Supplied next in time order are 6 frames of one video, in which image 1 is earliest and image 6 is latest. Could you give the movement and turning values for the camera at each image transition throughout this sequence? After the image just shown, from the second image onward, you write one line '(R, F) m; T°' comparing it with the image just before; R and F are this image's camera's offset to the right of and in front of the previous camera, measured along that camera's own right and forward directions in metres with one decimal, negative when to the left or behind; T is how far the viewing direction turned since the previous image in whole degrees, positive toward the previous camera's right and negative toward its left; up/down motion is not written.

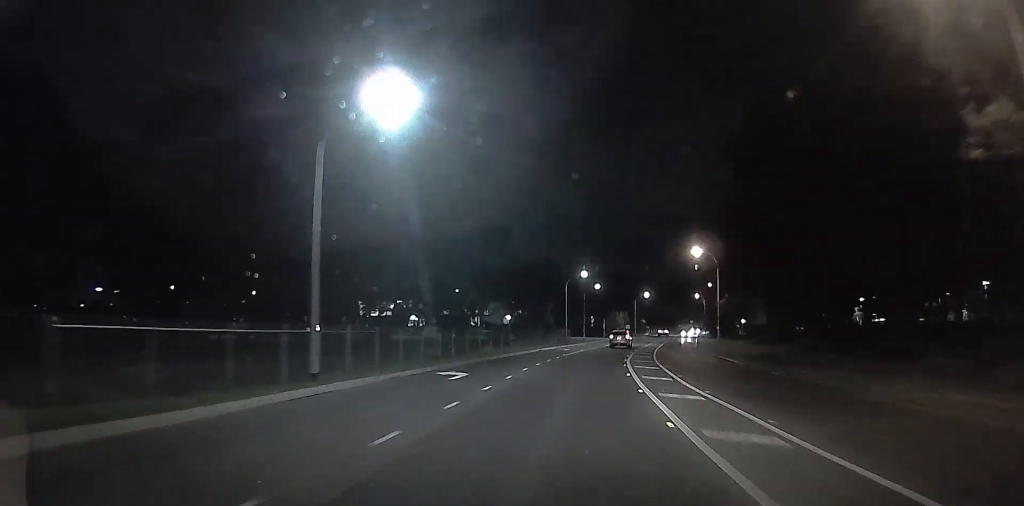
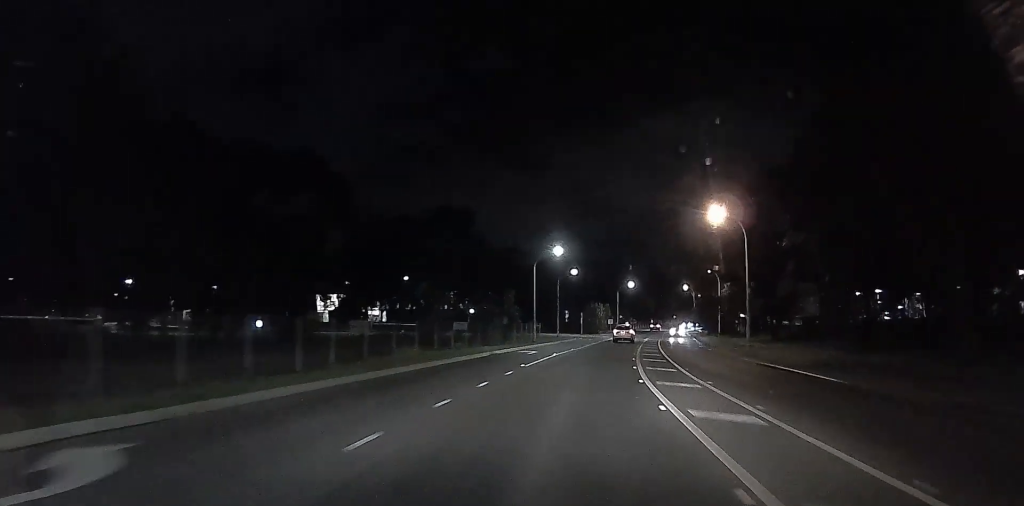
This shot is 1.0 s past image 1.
(+0.6, +16.3) m; +5°
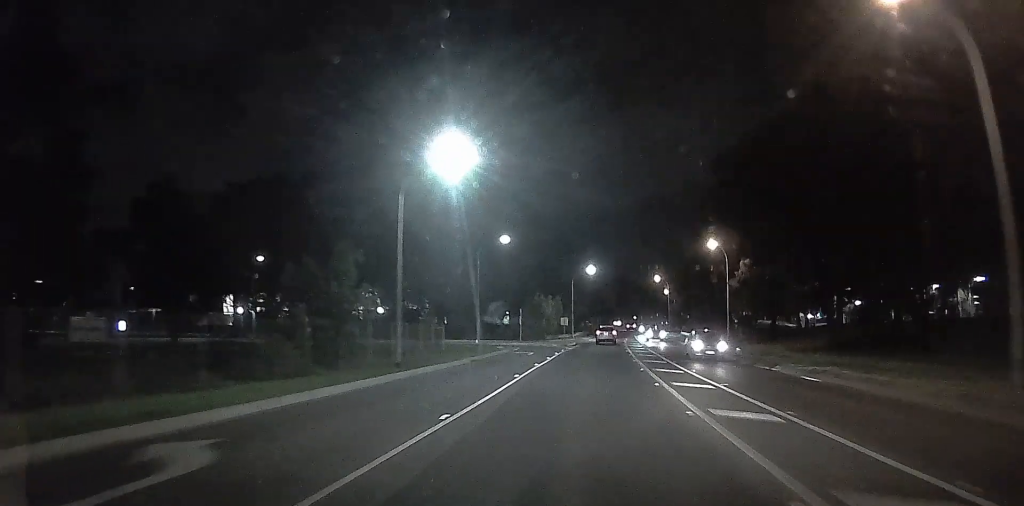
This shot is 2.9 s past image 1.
(+0.5, +27.7) m; -2°
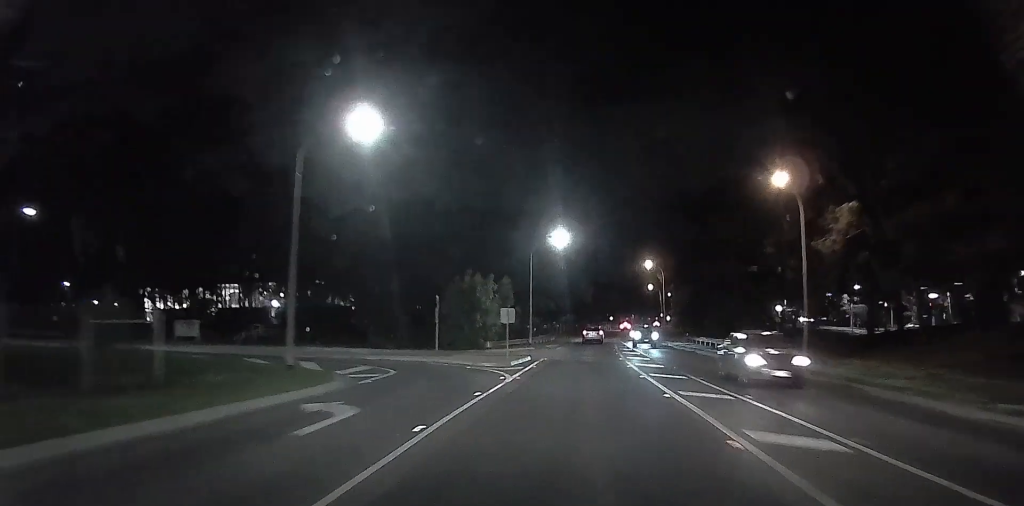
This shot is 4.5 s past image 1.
(+0.4, +22.4) m; +2°
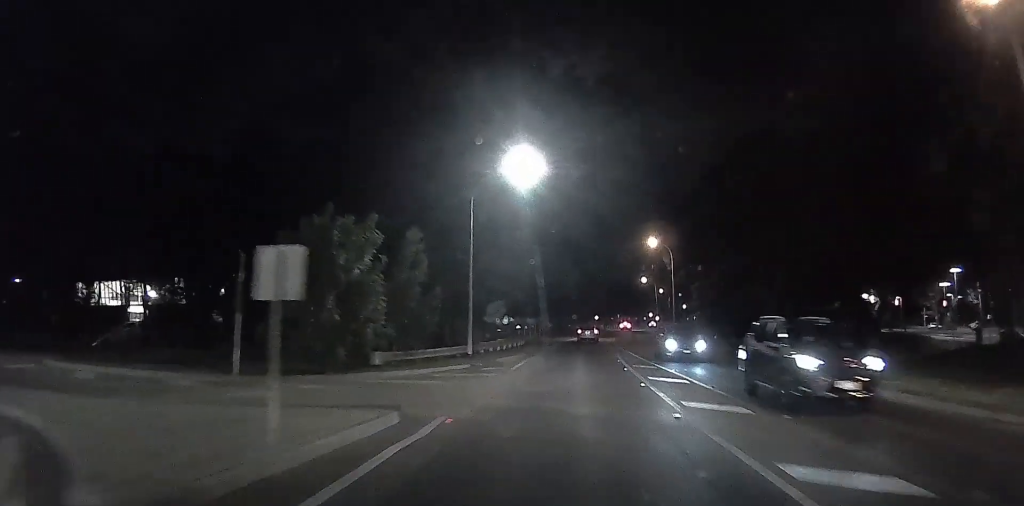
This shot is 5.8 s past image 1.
(-0.1, +18.2) m; +1°
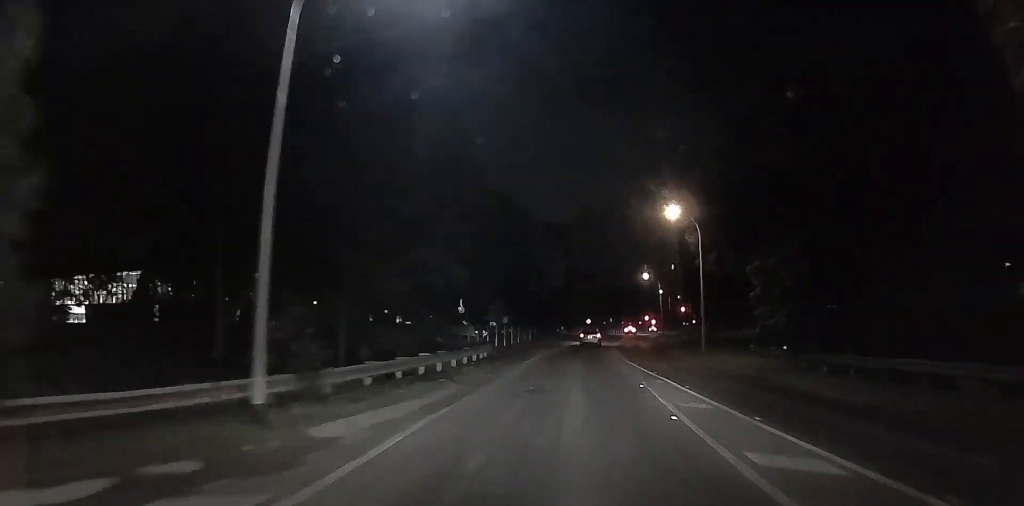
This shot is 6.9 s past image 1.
(+0.4, +15.8) m; 0°
